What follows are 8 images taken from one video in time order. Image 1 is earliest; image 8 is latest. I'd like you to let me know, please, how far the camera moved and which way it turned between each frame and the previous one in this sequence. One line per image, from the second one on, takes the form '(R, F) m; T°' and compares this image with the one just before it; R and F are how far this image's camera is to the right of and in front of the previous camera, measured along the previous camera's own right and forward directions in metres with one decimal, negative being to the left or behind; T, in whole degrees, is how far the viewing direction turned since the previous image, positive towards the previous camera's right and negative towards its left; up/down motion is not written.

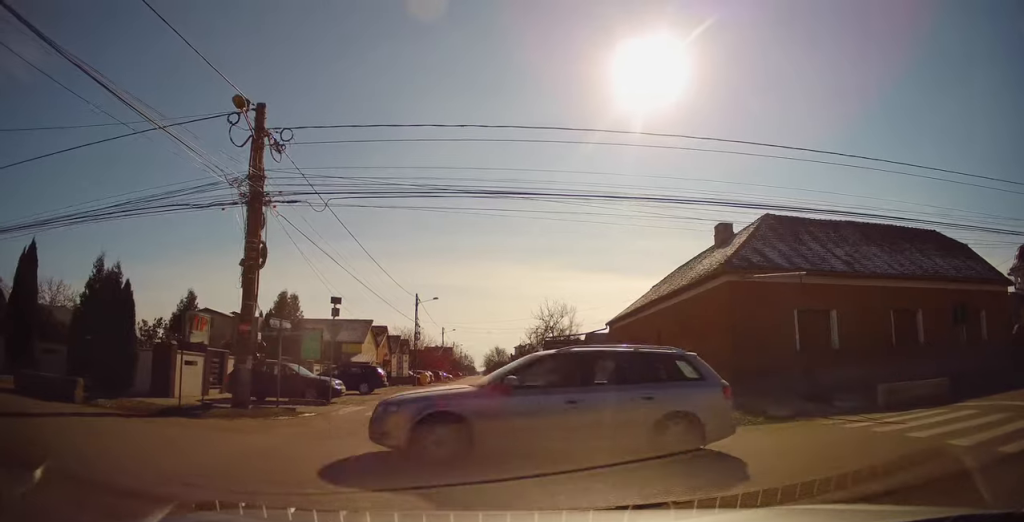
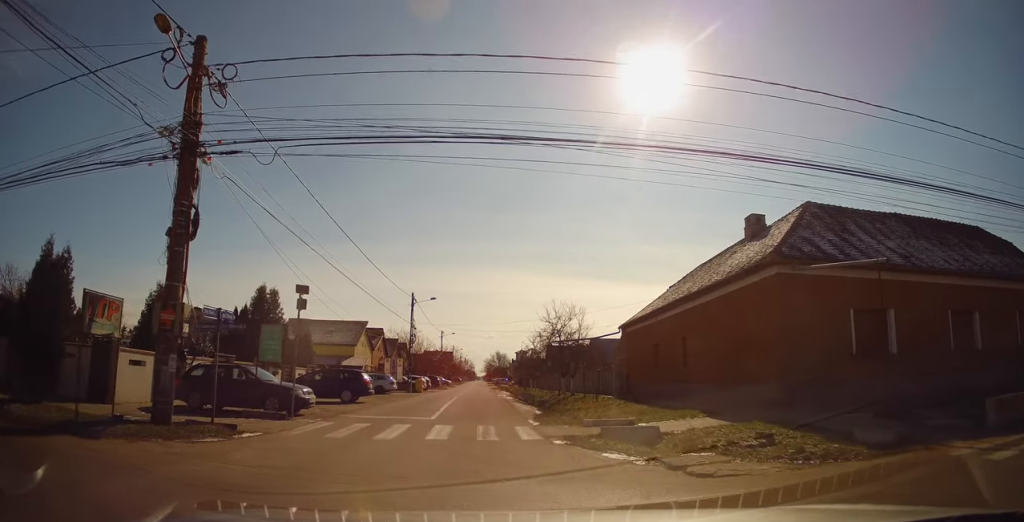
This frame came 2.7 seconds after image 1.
(0.0, +5.3) m; 0°
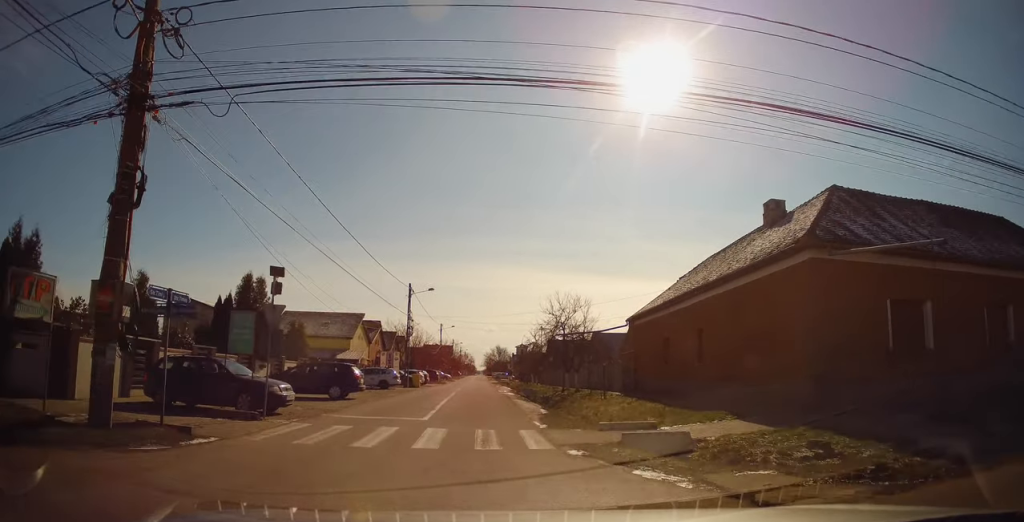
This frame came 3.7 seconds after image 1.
(0.0, +1.7) m; +1°
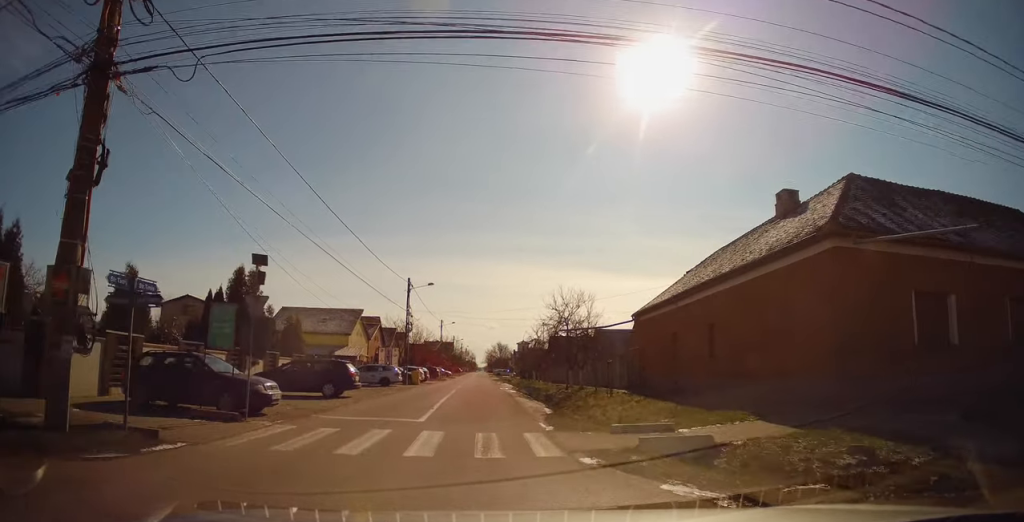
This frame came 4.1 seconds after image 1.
(0.0, +0.8) m; +2°
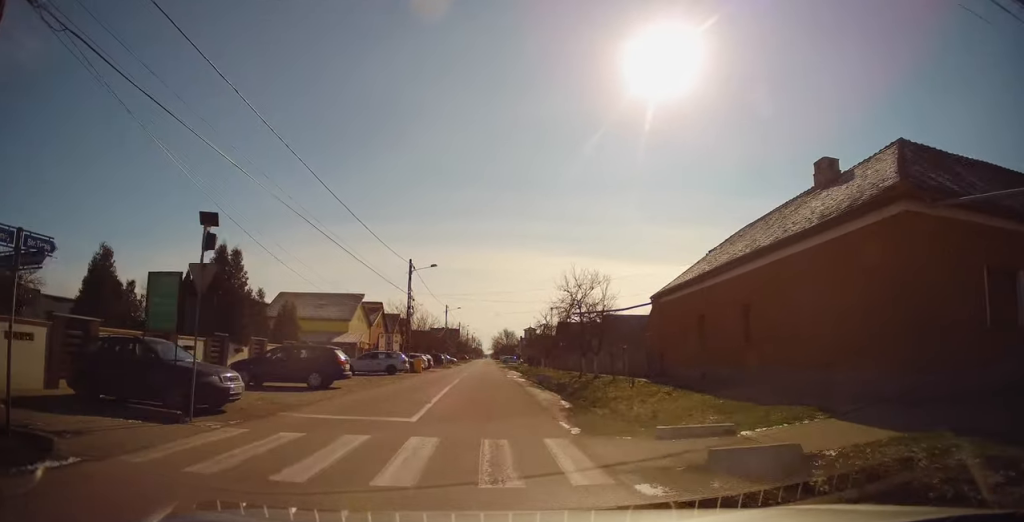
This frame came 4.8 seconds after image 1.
(0.0, +2.3) m; +2°
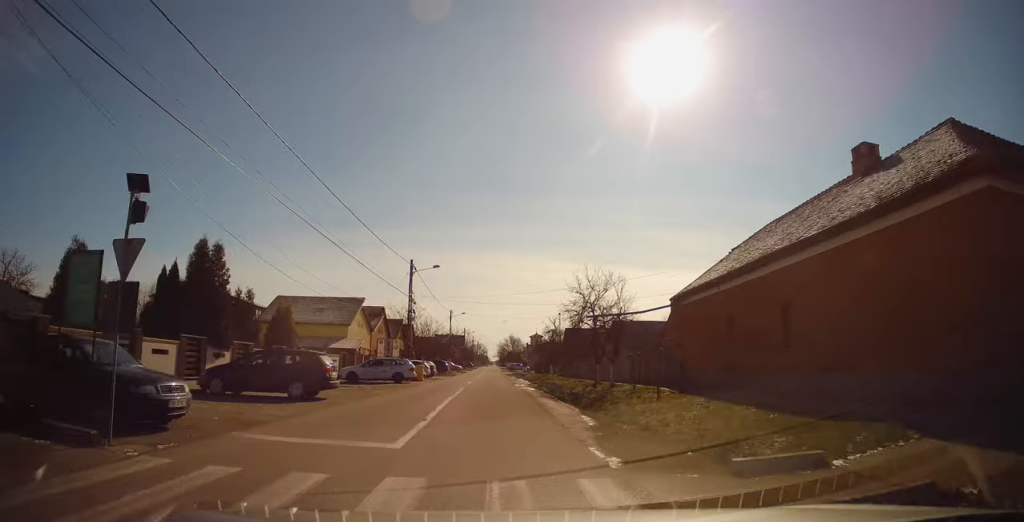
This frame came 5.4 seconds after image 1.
(0.0, +2.0) m; 0°
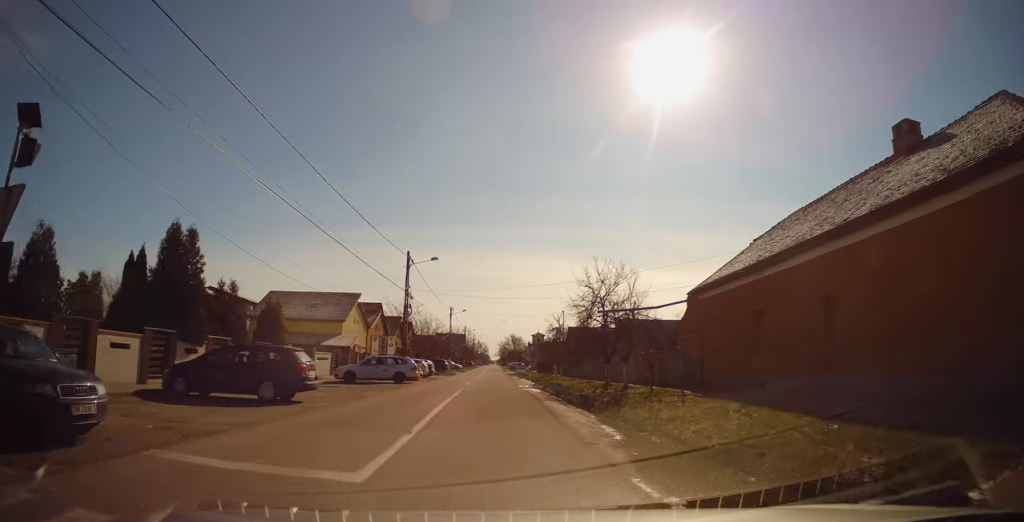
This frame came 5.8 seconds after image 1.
(+0.1, +2.0) m; -1°
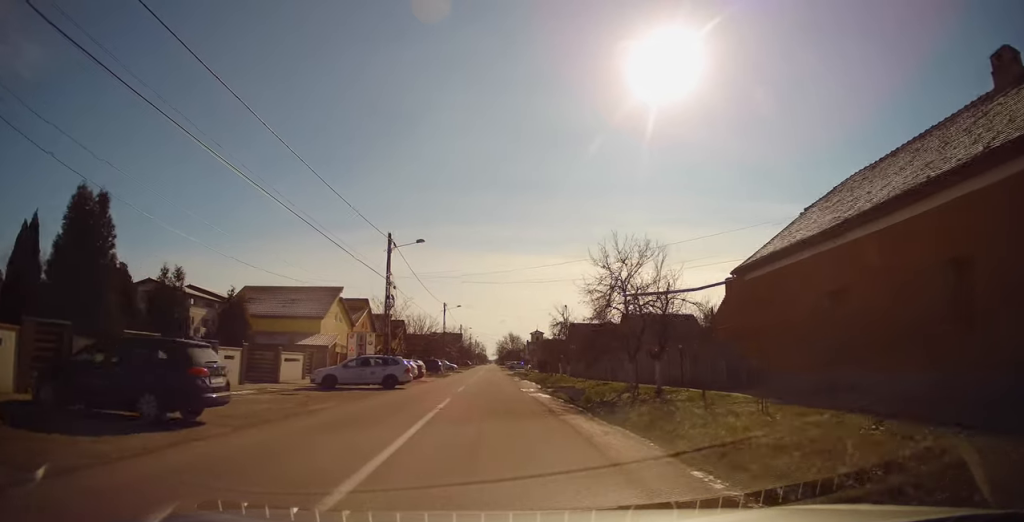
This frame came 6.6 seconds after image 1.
(-0.1, +4.4) m; -3°
